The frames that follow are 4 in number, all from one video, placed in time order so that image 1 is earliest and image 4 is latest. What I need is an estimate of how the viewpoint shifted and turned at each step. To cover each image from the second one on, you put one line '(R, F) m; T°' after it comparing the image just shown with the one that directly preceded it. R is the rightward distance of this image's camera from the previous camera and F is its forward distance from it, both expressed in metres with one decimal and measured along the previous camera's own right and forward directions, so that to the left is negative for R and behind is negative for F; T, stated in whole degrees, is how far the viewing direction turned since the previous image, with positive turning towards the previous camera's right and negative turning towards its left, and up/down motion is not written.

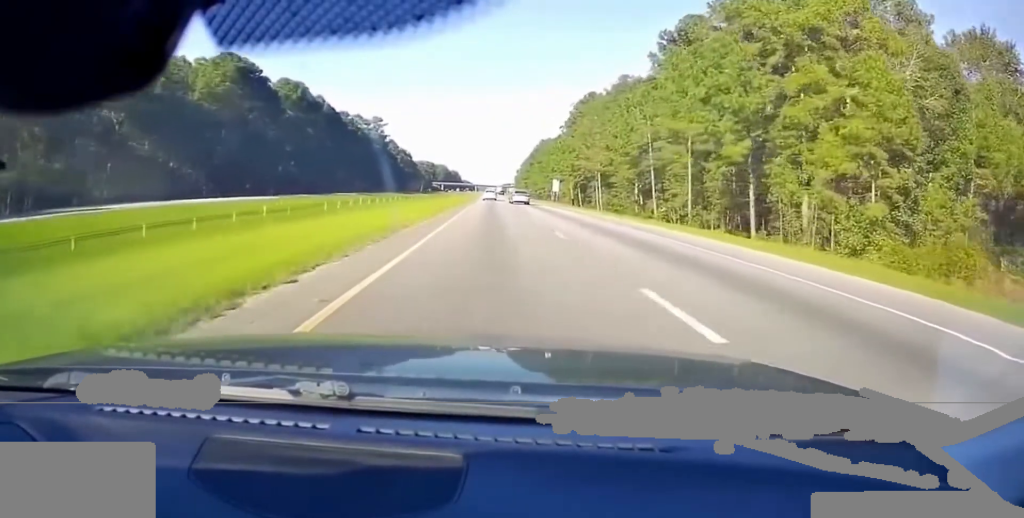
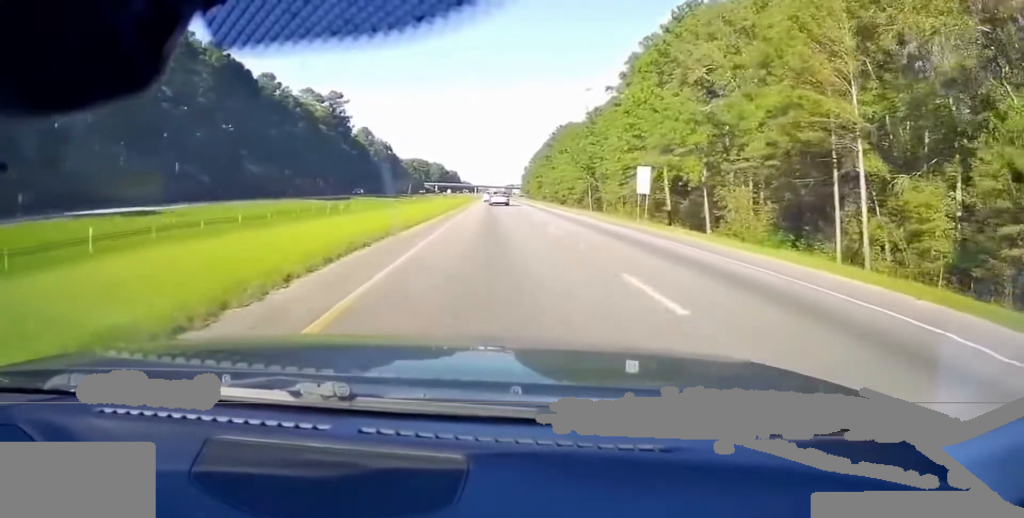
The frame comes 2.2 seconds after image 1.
(-0.1, +70.7) m; -1°
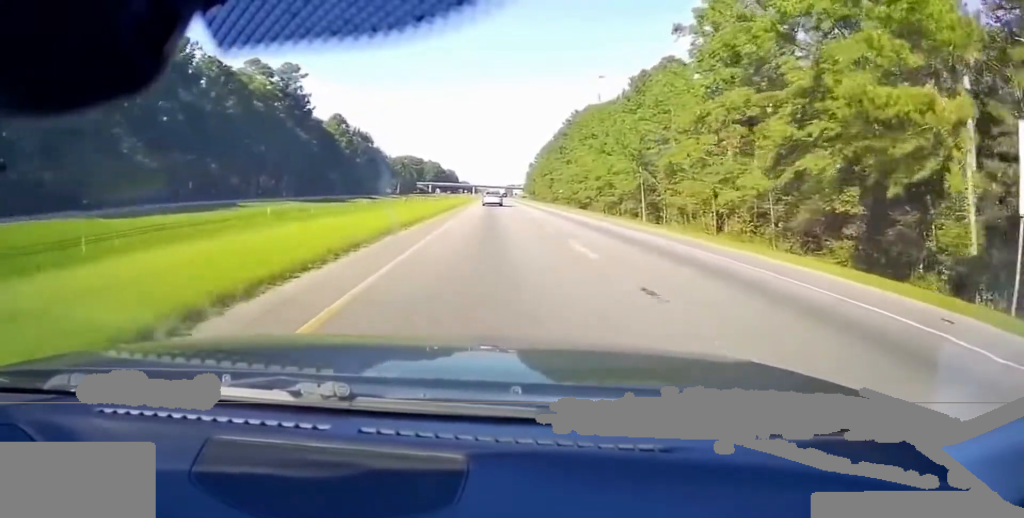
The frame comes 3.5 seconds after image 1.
(-0.3, +43.4) m; 0°
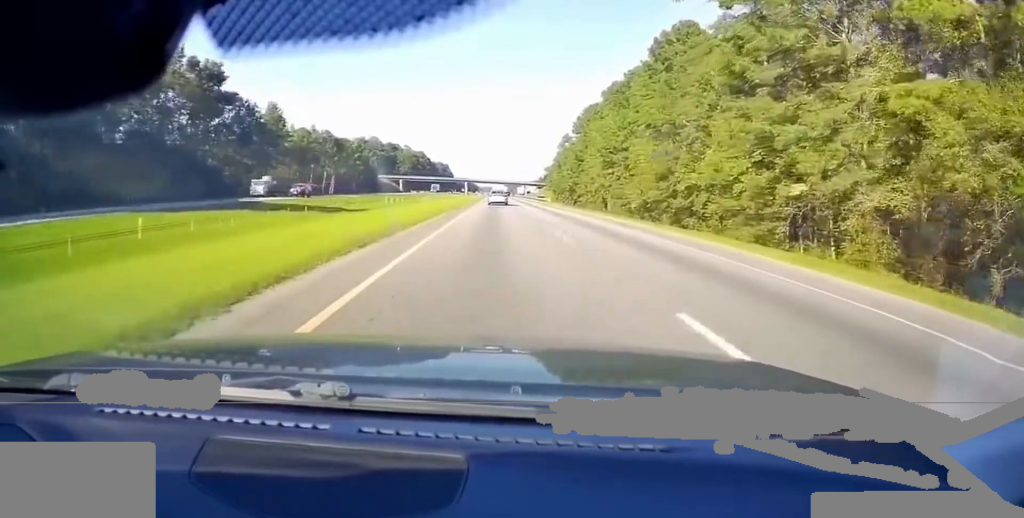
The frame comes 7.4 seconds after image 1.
(+0.4, +129.6) m; 0°
